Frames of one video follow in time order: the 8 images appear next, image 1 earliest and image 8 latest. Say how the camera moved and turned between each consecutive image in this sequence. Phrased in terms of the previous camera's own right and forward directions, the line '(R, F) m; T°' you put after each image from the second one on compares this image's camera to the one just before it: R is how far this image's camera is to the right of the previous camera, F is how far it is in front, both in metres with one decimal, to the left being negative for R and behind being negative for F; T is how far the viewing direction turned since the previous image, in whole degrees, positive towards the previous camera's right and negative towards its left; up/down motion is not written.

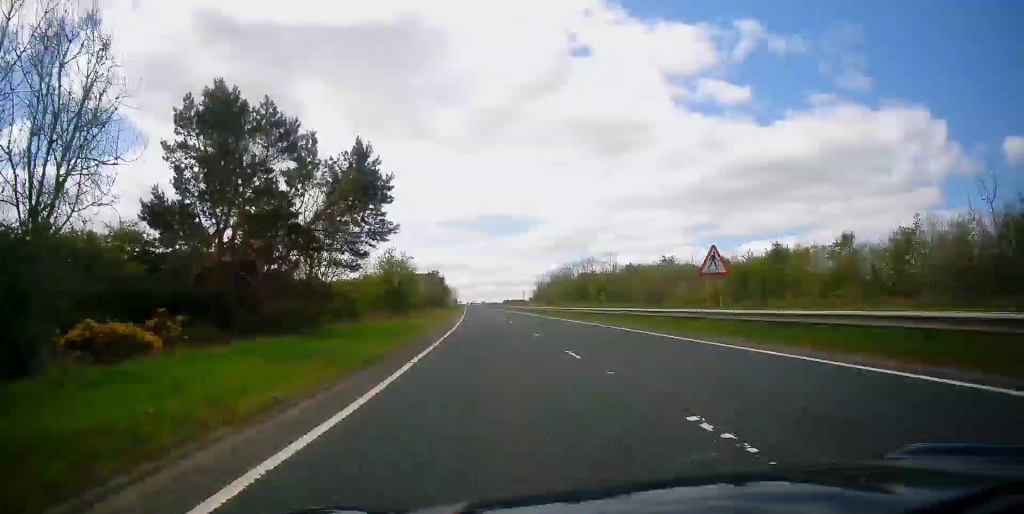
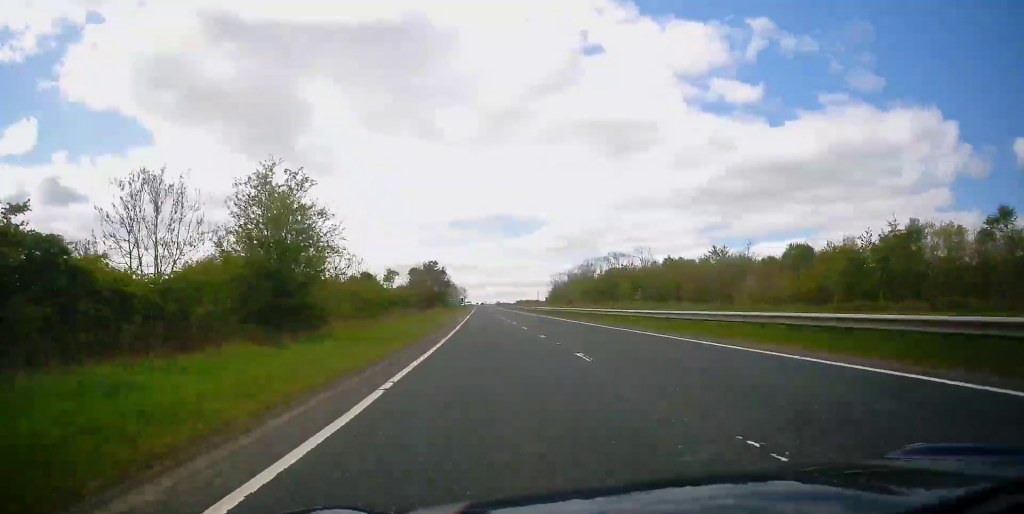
(-0.3, +27.3) m; -1°
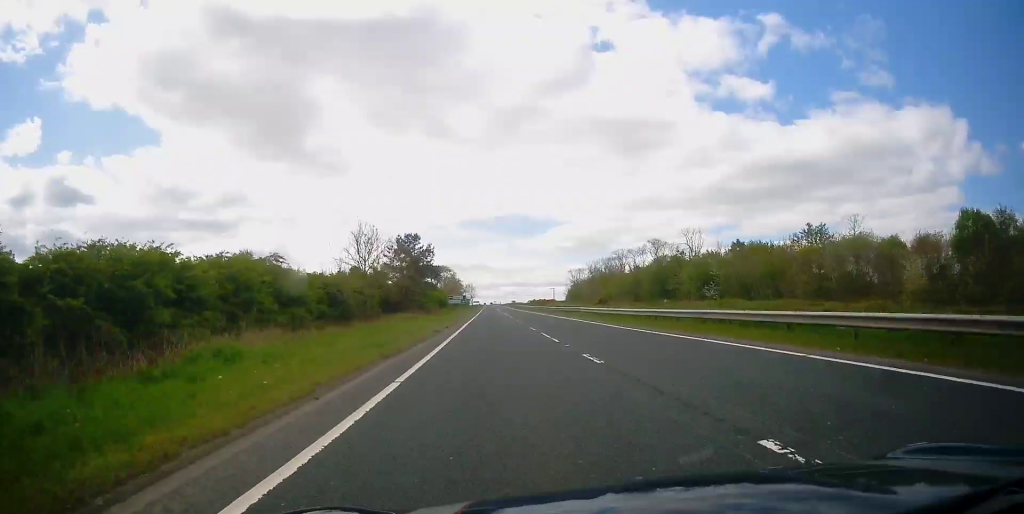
(-0.1, +36.6) m; -1°
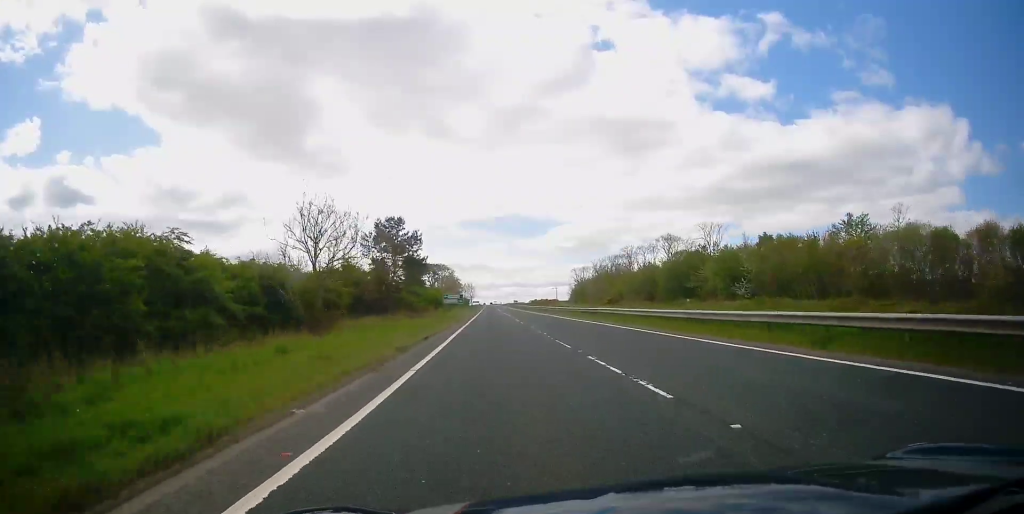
(-0.1, +11.4) m; -1°
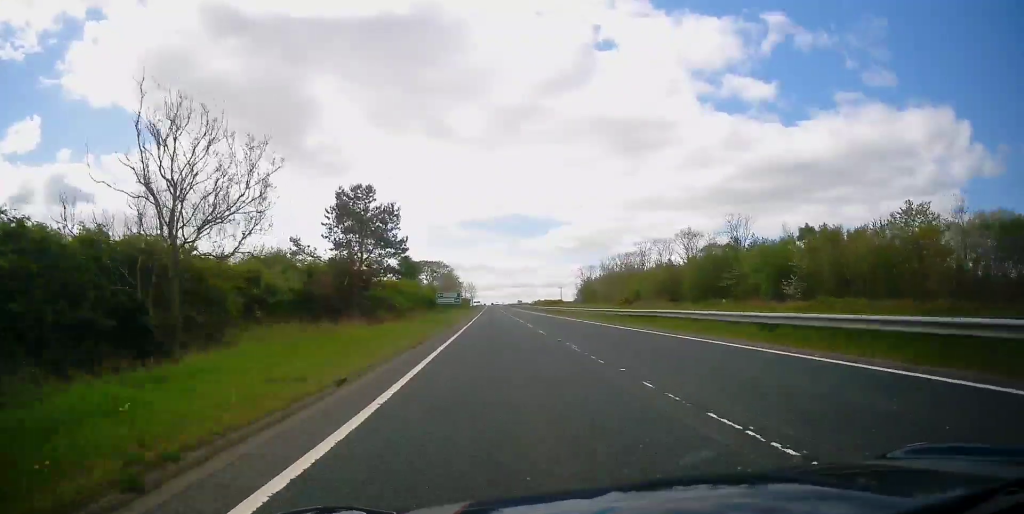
(0.0, +13.7) m; -1°
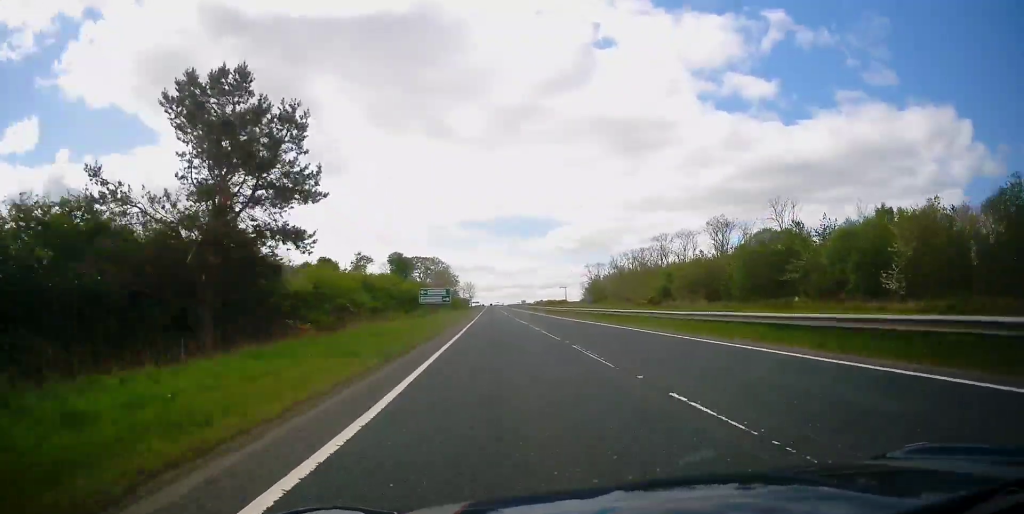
(-0.3, +18.3) m; 0°
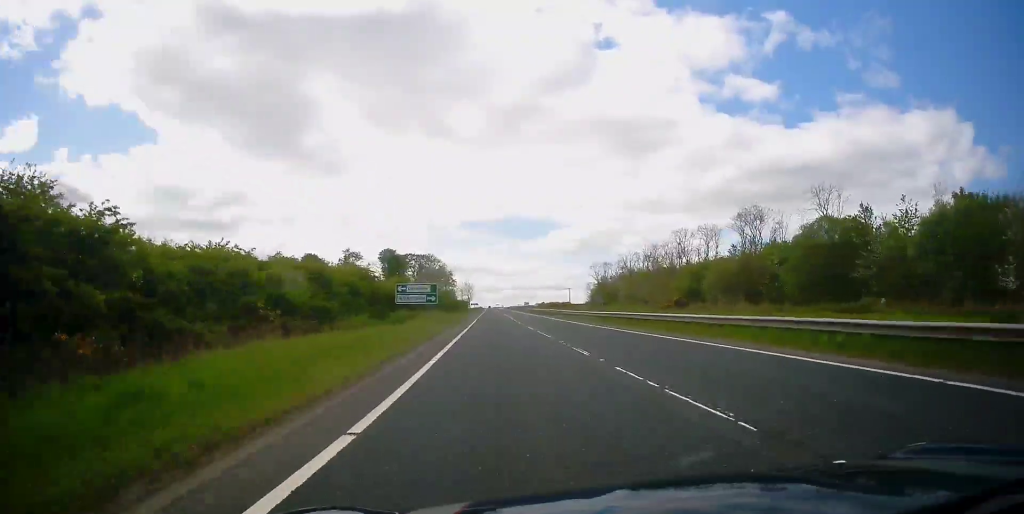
(-0.1, +14.9) m; 0°
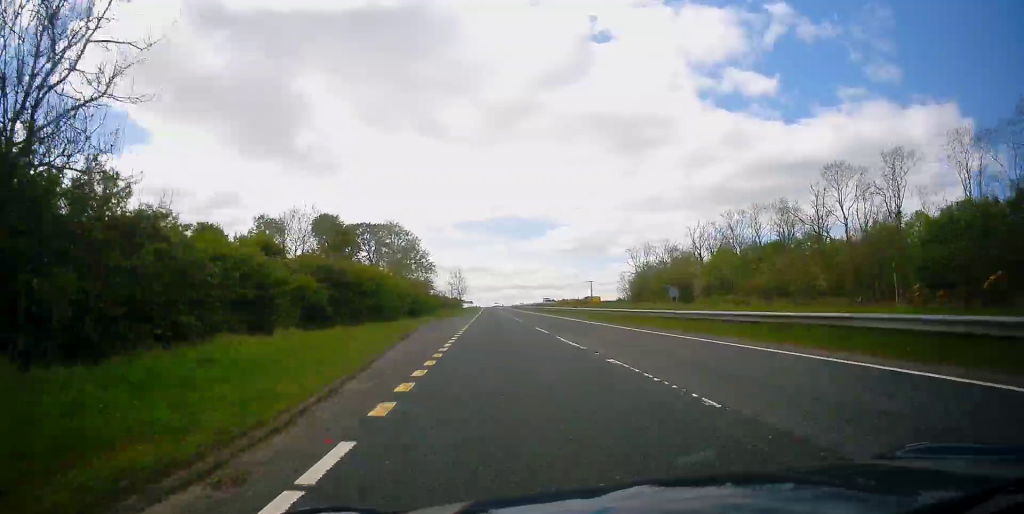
(+0.2, +61.4) m; 0°
